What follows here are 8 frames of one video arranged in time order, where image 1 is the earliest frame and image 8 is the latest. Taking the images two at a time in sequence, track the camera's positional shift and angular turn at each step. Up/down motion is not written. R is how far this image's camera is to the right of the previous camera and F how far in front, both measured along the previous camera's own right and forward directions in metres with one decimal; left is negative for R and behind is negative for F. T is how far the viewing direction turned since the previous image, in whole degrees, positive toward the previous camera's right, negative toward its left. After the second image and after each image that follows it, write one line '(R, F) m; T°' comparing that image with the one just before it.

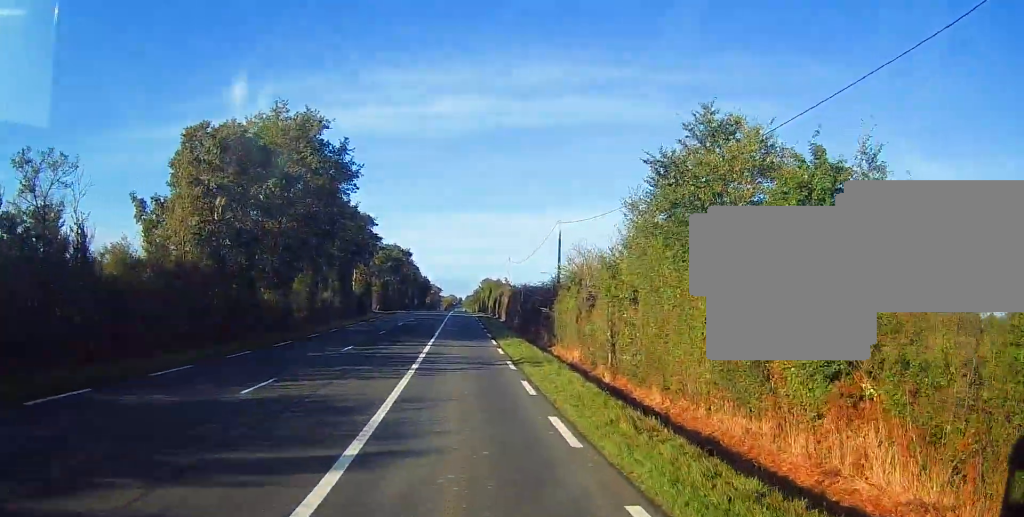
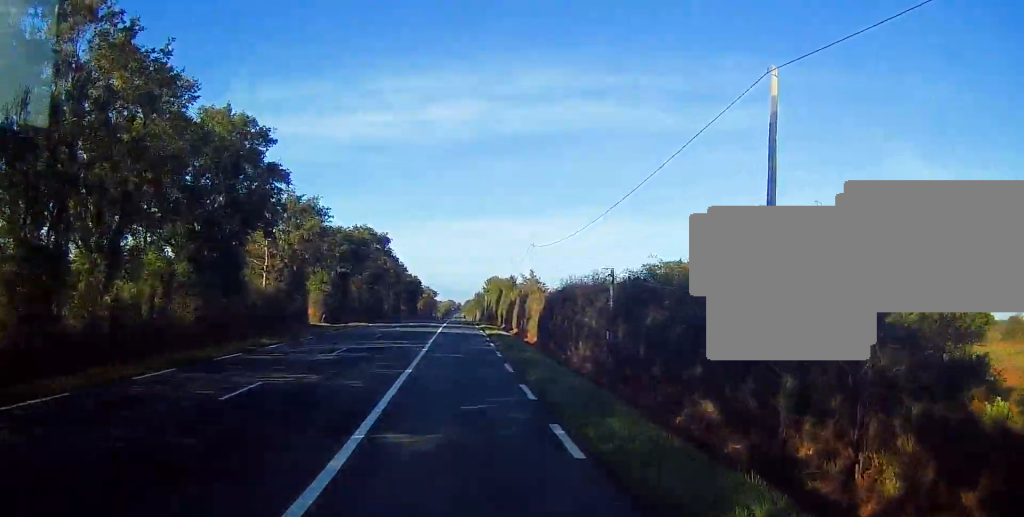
(+0.1, +40.7) m; 0°
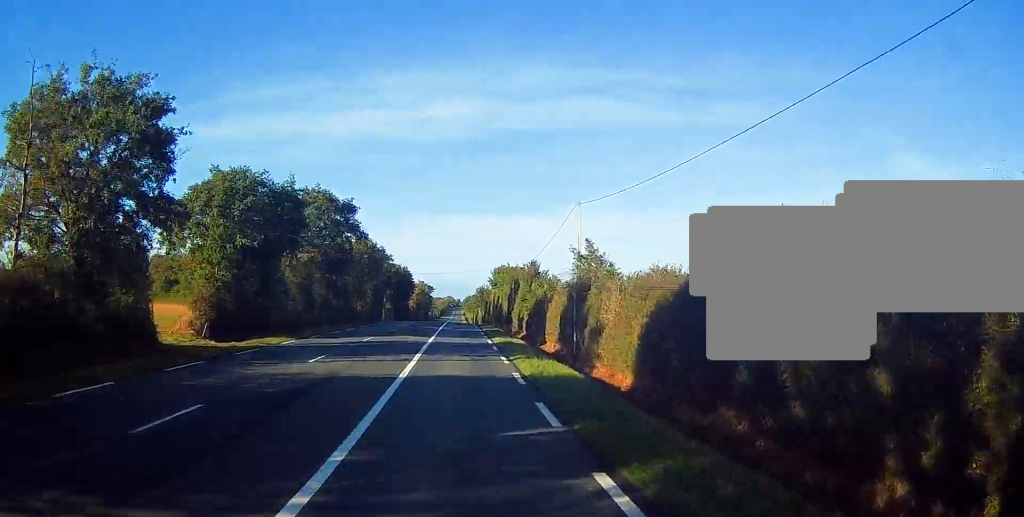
(0.0, +30.4) m; -1°
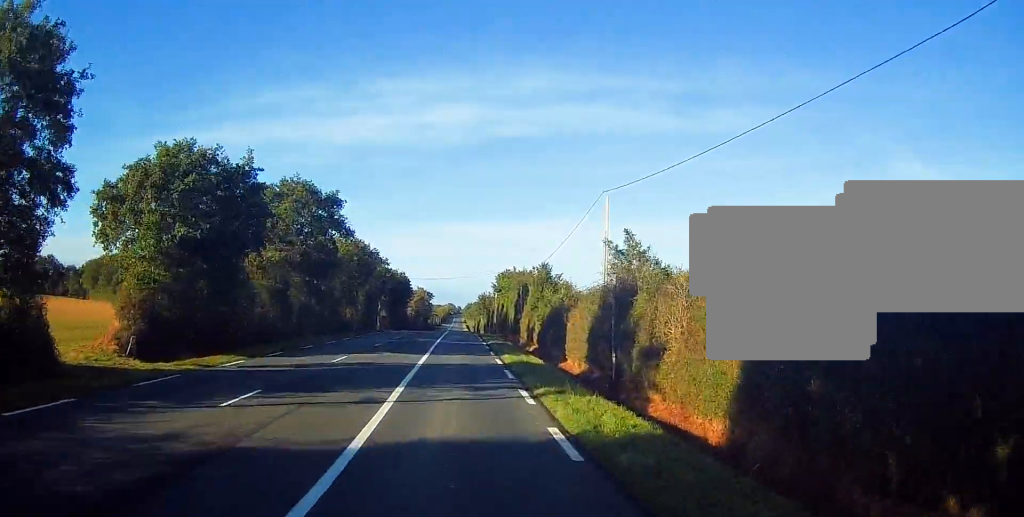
(0.0, +8.6) m; 0°
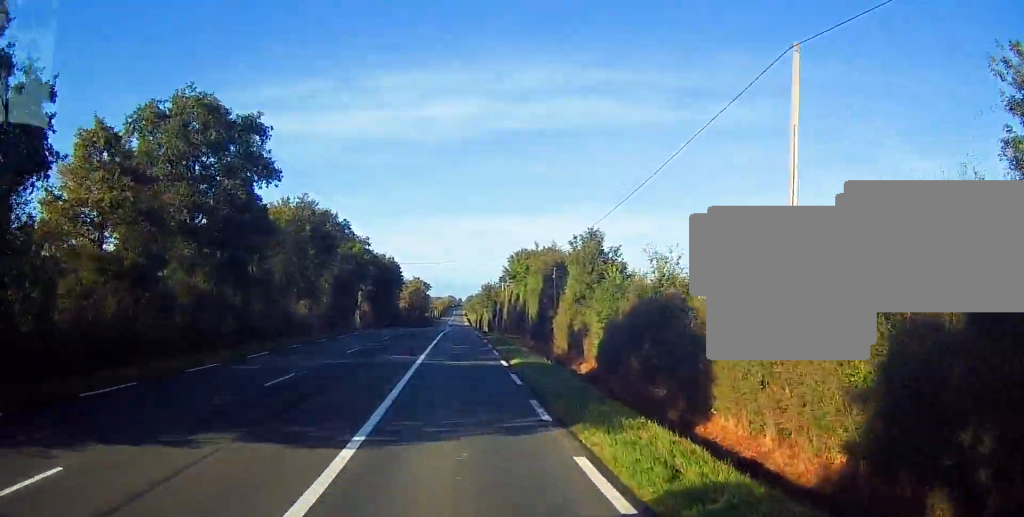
(-0.2, +22.5) m; 0°
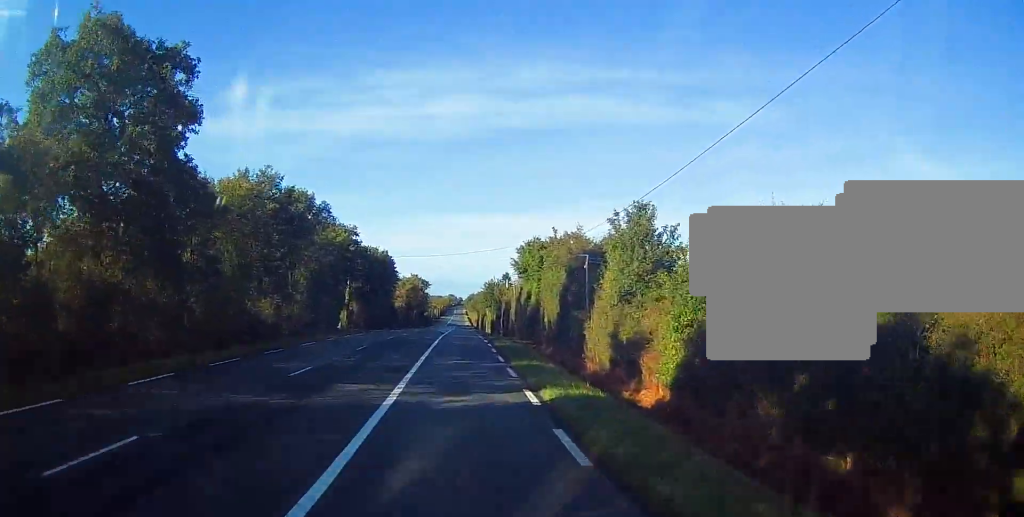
(+0.1, +10.6) m; 0°
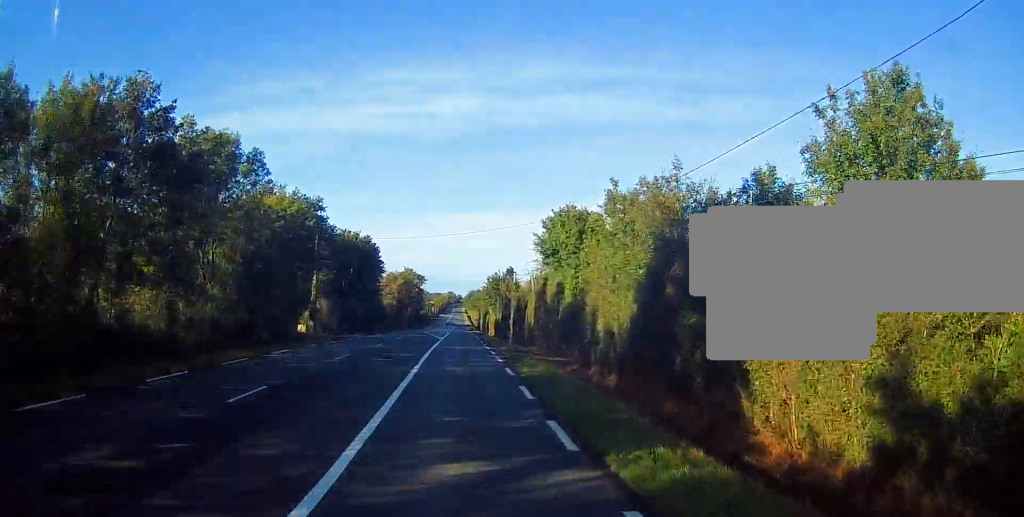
(0.0, +18.5) m; +1°
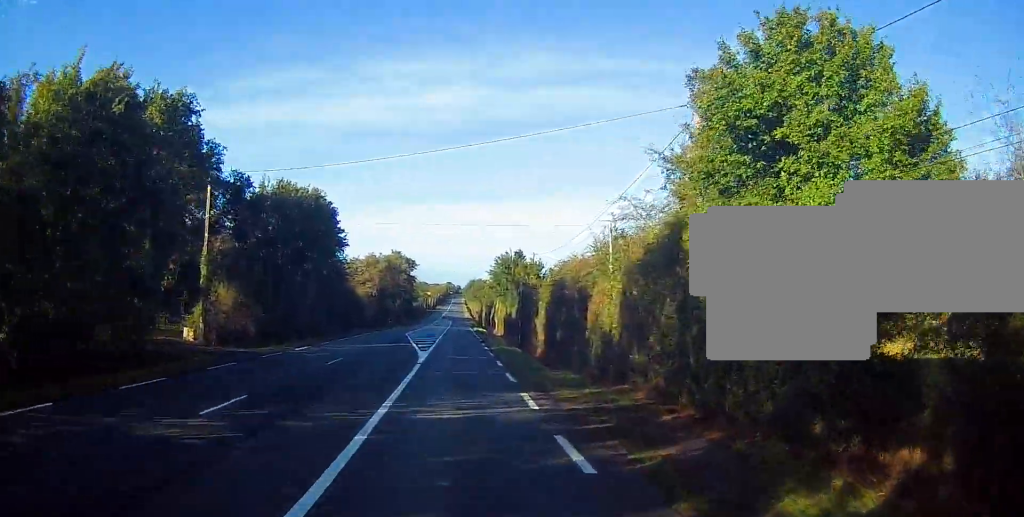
(+0.4, +27.8) m; +1°
